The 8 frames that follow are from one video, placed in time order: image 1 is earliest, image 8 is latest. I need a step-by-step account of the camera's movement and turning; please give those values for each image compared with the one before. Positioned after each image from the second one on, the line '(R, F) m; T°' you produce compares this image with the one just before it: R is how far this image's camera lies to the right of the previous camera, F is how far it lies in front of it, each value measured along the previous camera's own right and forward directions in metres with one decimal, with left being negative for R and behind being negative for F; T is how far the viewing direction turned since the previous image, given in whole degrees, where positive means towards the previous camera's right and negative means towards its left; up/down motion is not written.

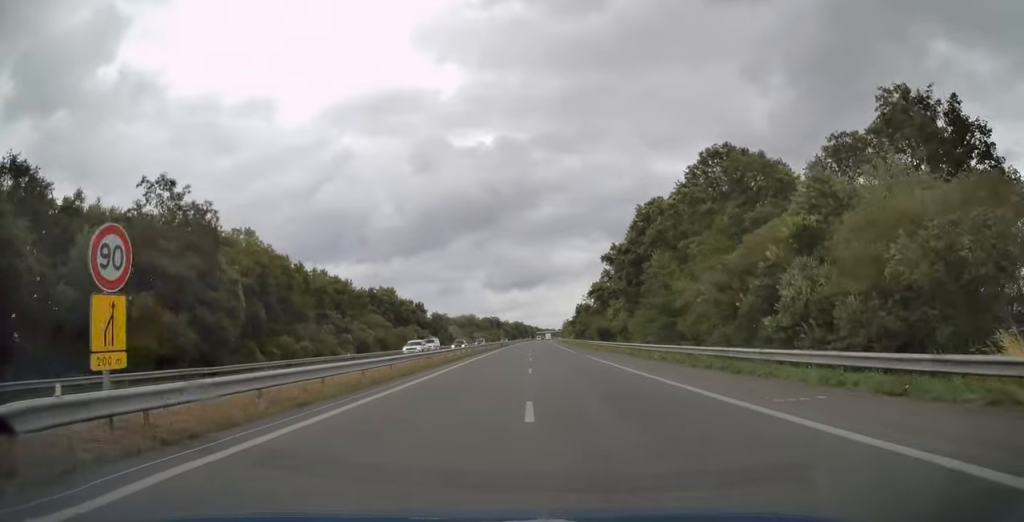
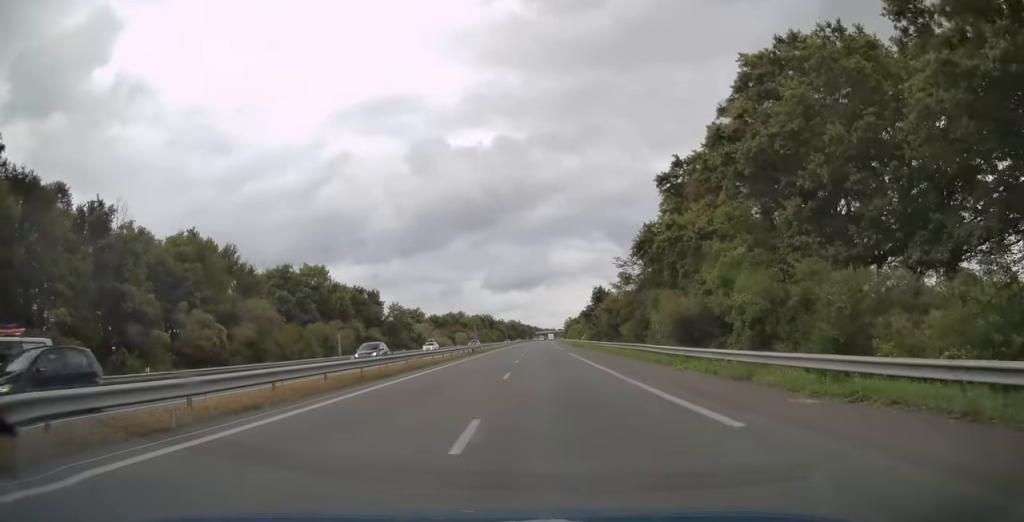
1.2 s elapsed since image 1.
(+0.1, +41.9) m; +1°
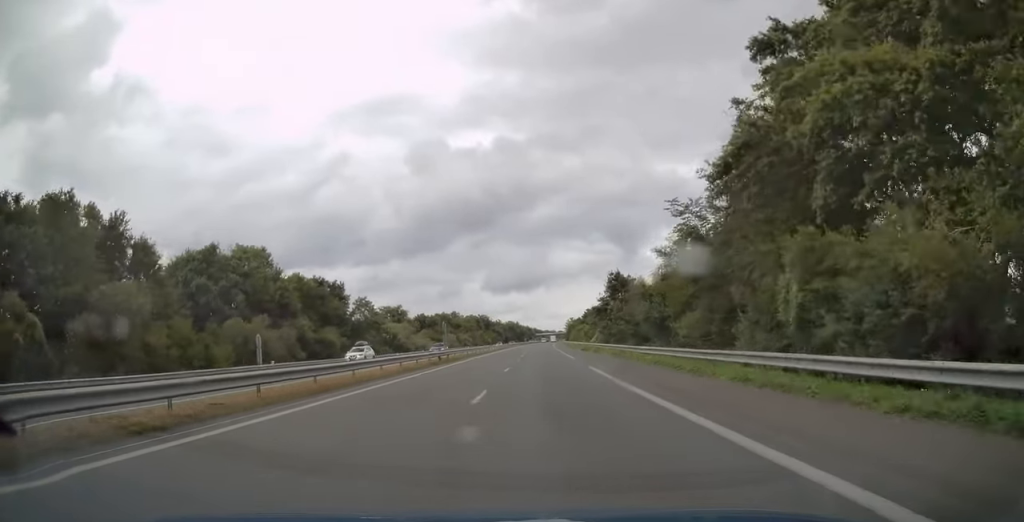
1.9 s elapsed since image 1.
(+0.2, +20.4) m; 0°
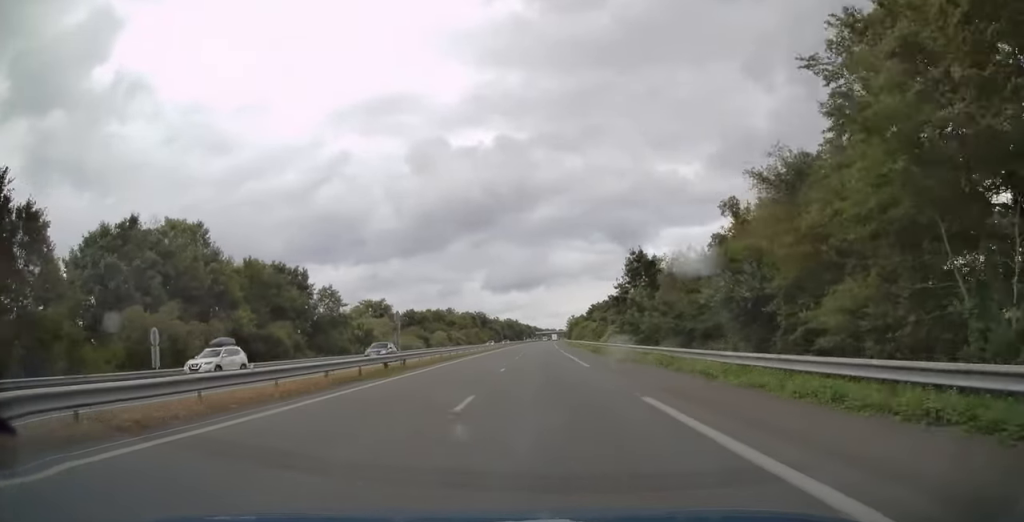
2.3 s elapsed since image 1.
(0.0, +14.7) m; 0°
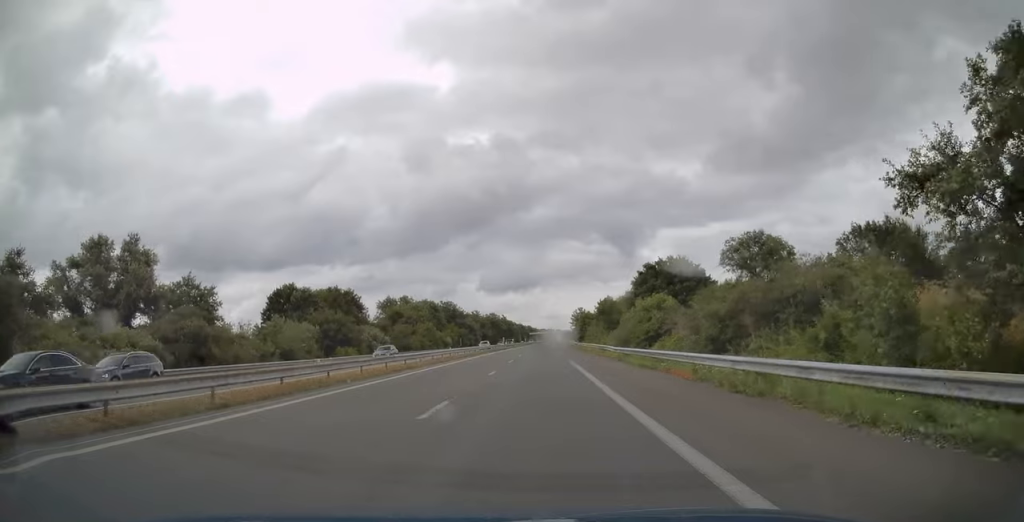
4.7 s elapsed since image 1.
(0.0, +78.8) m; 0°
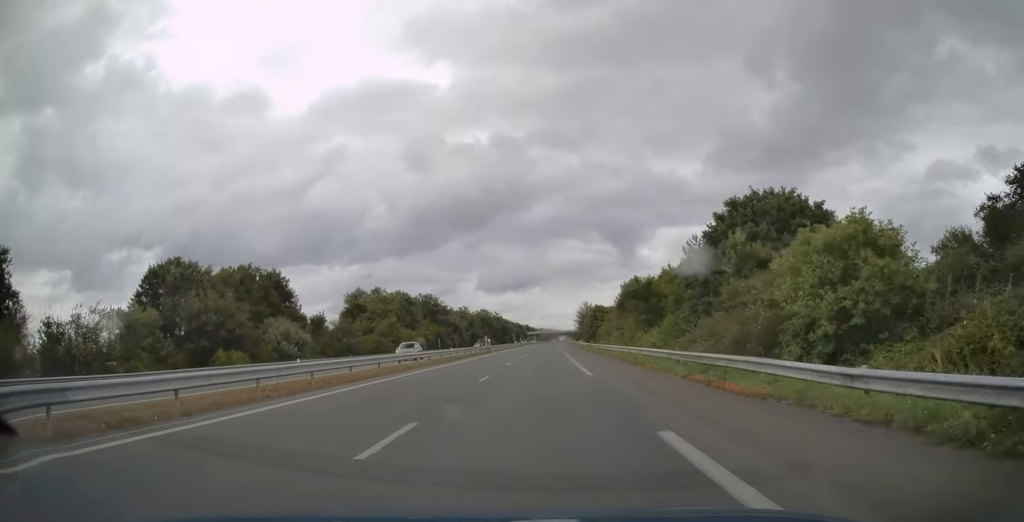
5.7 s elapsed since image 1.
(+0.3, +29.6) m; +1°
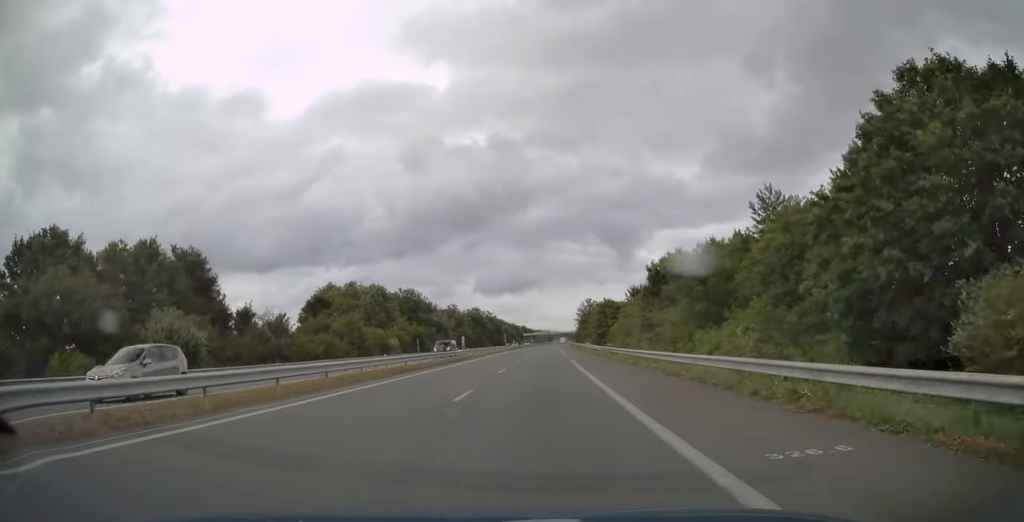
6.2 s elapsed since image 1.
(0.0, +18.7) m; 0°
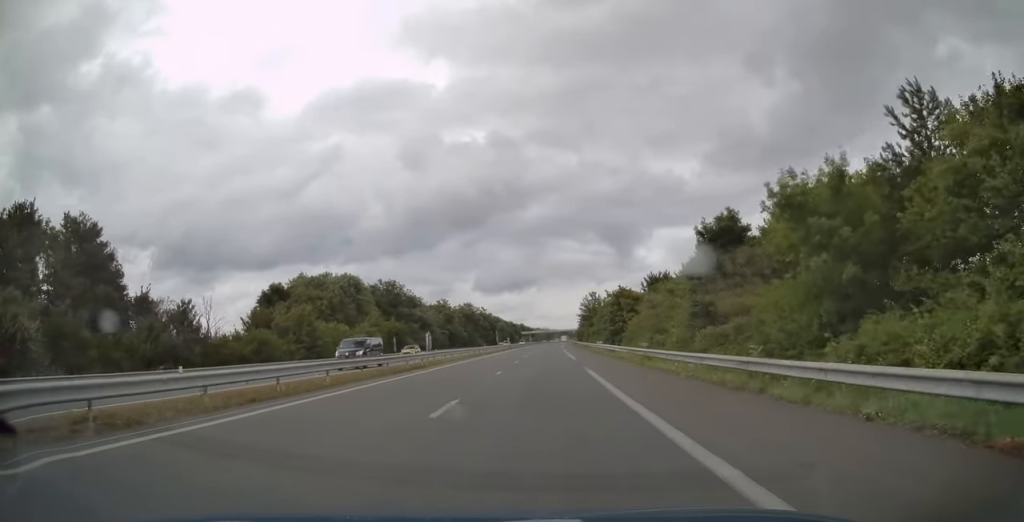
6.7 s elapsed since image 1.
(0.0, +16.1) m; 0°
